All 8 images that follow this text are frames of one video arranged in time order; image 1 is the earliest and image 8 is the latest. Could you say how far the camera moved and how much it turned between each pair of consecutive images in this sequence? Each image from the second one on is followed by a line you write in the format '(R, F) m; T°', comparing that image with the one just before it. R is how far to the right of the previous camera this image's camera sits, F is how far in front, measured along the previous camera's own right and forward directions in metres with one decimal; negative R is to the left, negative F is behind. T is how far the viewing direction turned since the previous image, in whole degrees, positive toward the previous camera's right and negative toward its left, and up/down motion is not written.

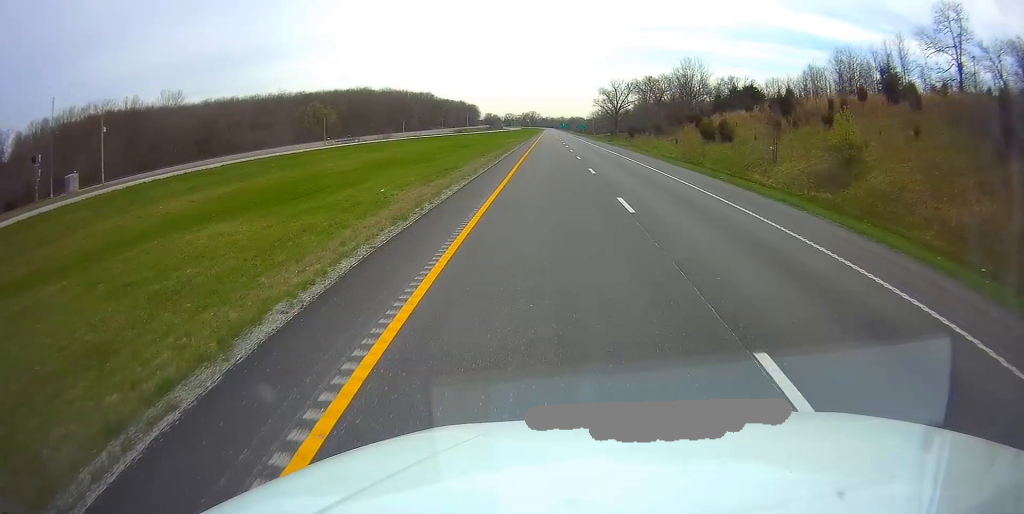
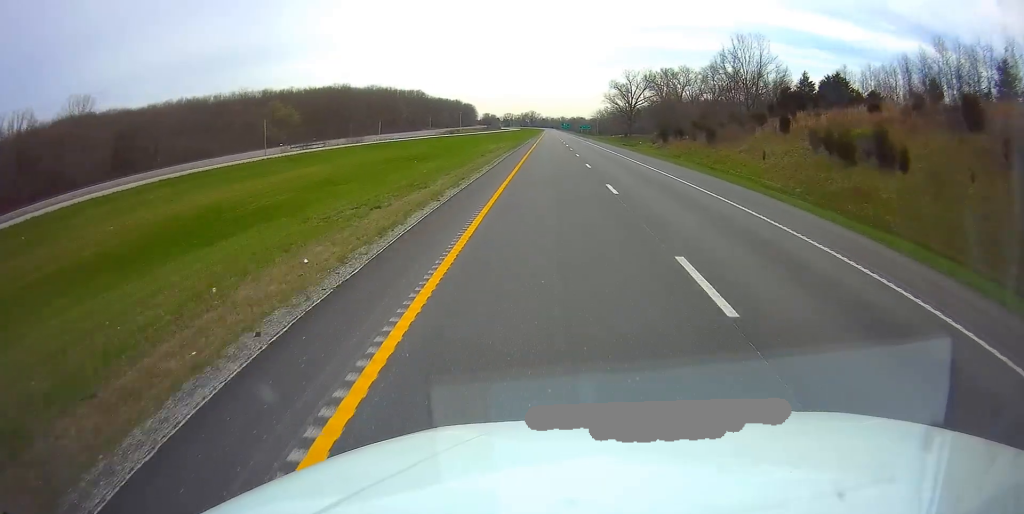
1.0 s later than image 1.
(-0.2, +32.2) m; +1°
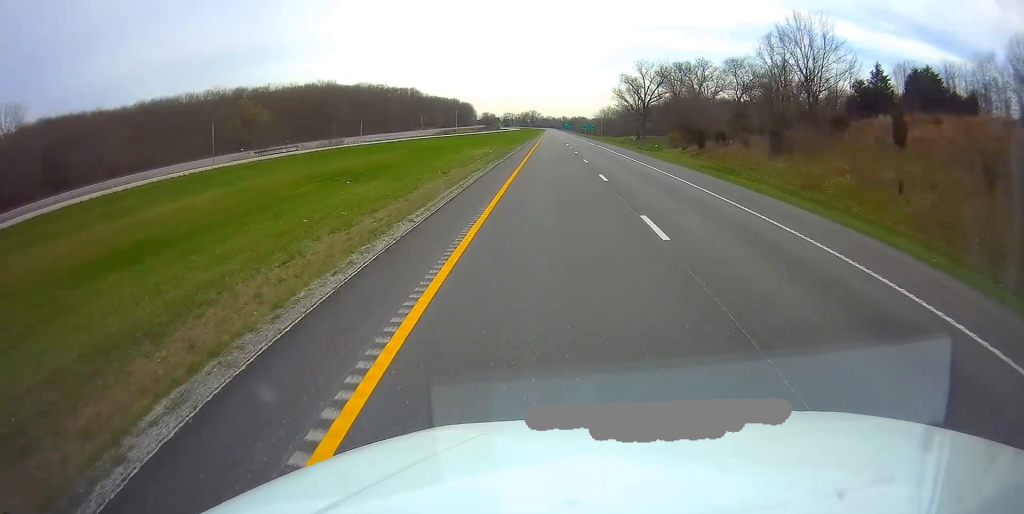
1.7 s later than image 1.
(+0.4, +19.7) m; 0°
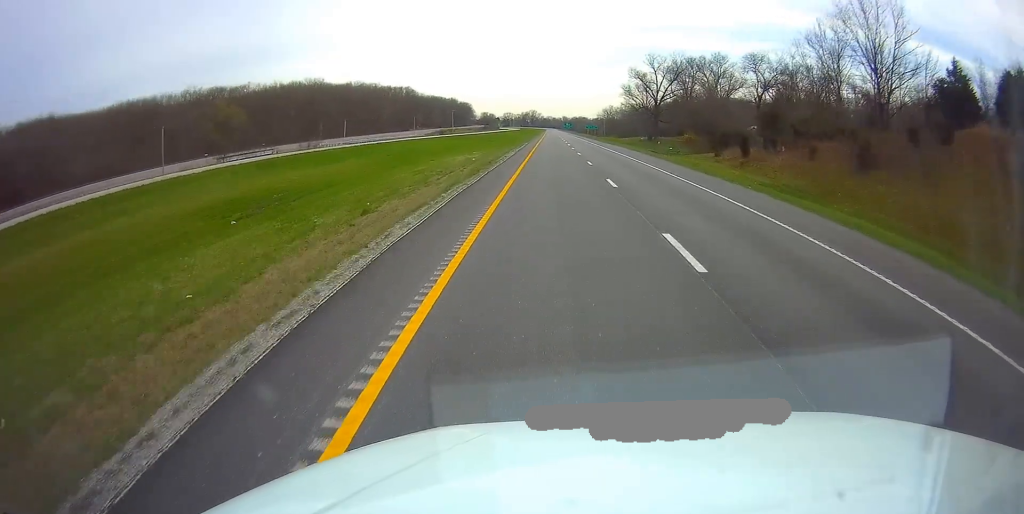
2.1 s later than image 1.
(+0.1, +14.5) m; 0°
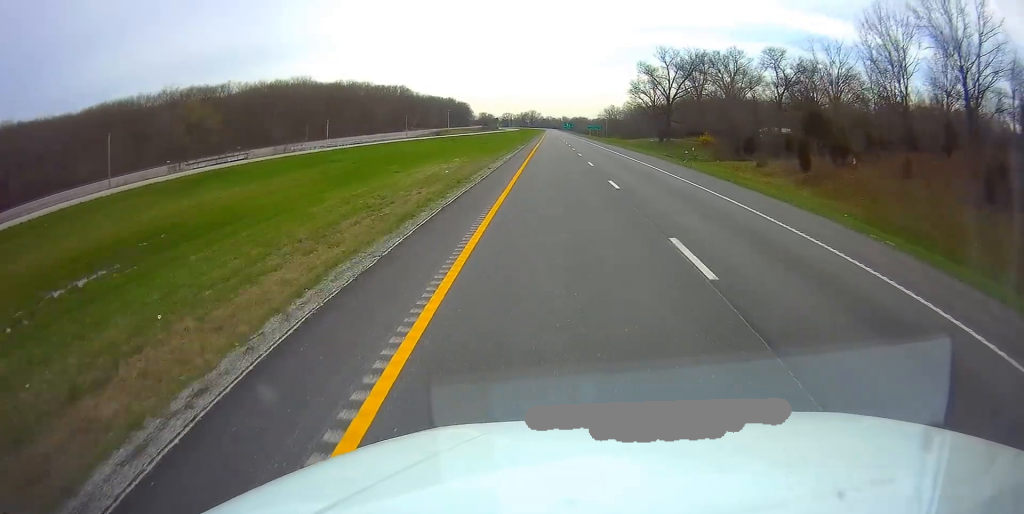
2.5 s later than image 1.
(-0.2, +12.5) m; 0°
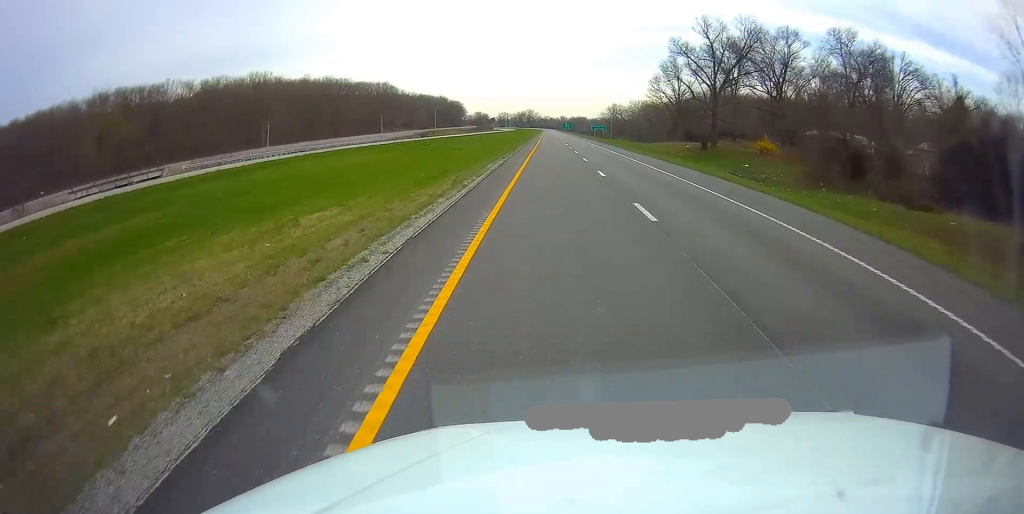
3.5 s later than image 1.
(-0.3, +31.2) m; 0°
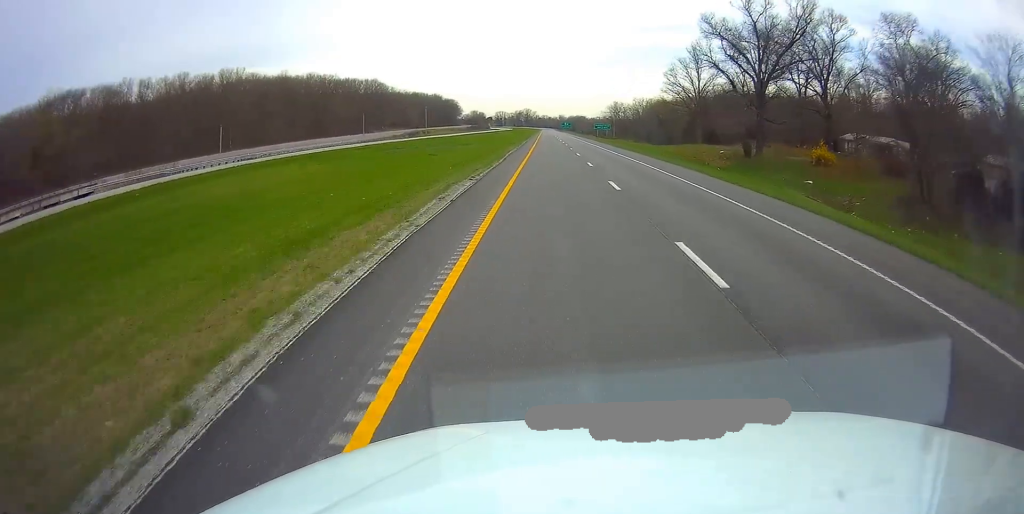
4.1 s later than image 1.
(0.0, +17.7) m; 0°
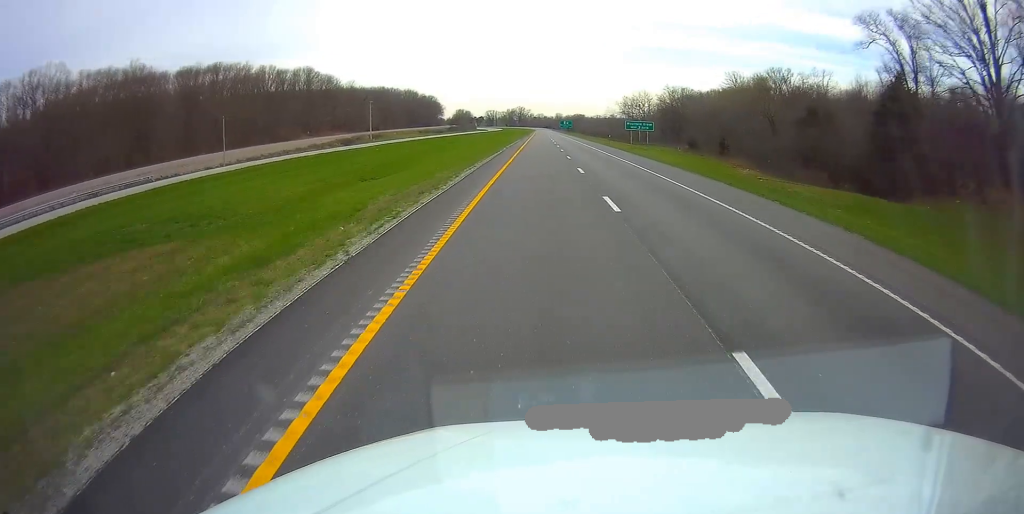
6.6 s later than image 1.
(+1.0, +78.0) m; 0°
